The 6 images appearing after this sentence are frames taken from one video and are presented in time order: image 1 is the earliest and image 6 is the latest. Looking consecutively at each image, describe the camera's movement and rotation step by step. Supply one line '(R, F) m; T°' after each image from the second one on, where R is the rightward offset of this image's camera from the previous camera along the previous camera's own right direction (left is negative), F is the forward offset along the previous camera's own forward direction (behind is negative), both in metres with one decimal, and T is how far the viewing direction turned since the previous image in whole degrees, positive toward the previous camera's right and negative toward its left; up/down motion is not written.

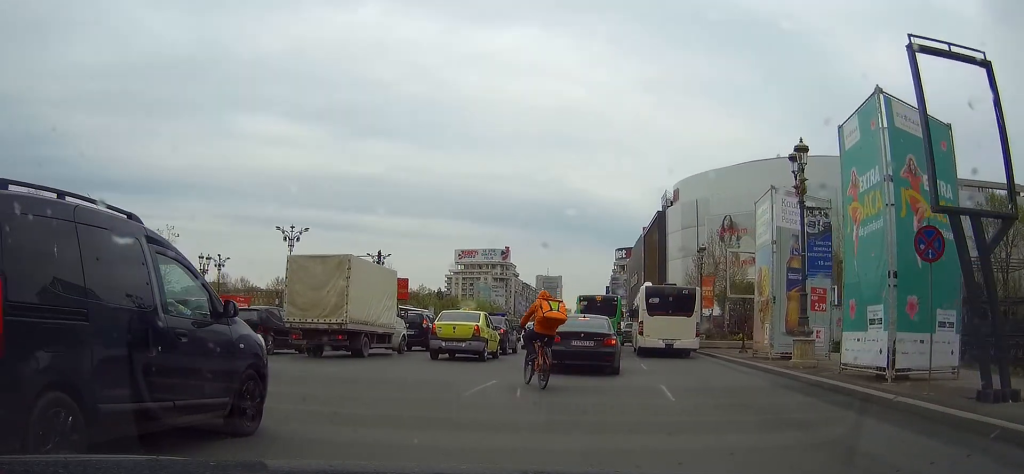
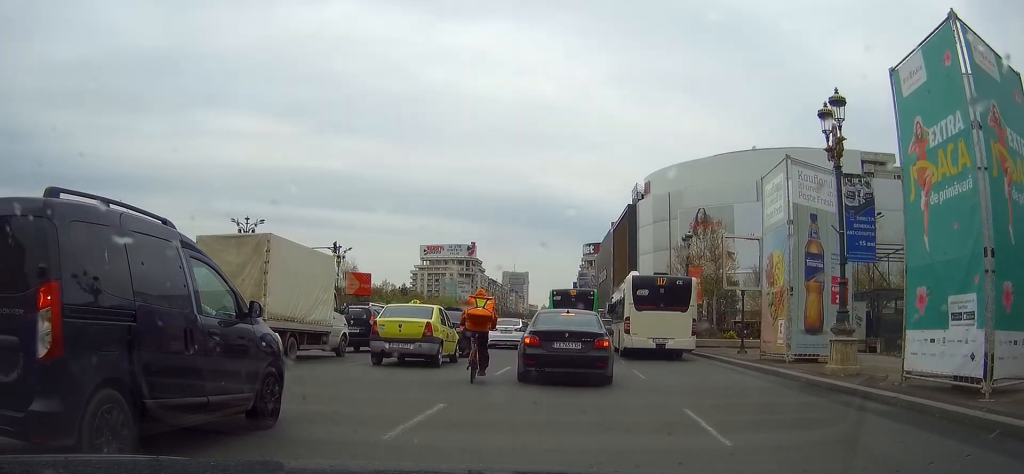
(-0.1, +4.8) m; -3°
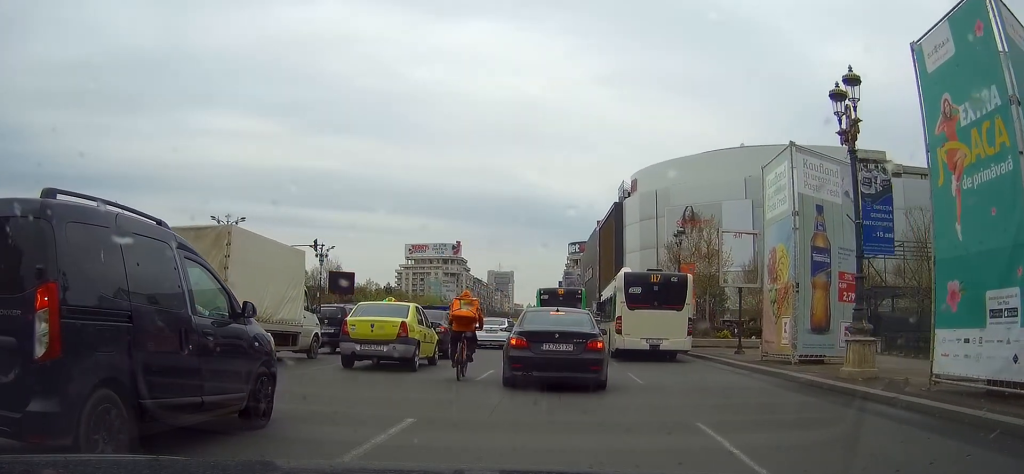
(-0.1, +1.8) m; -2°
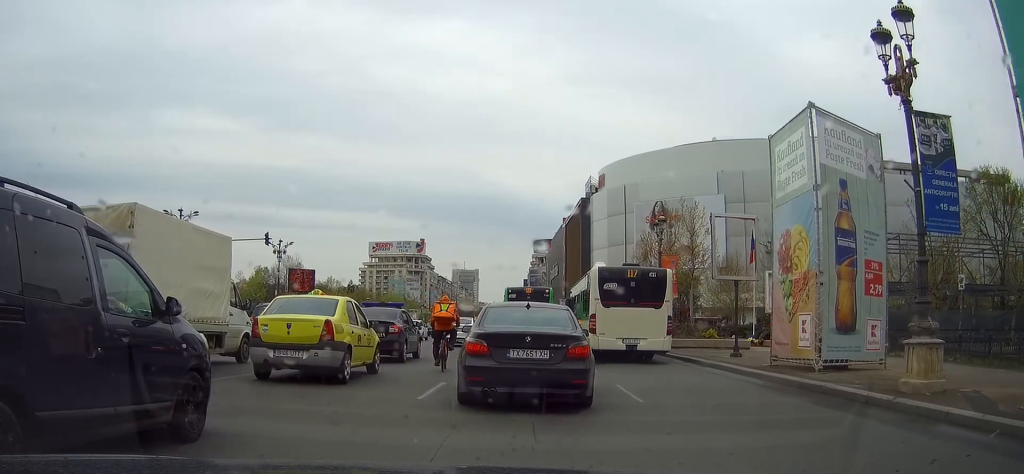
(0.0, +4.8) m; +2°
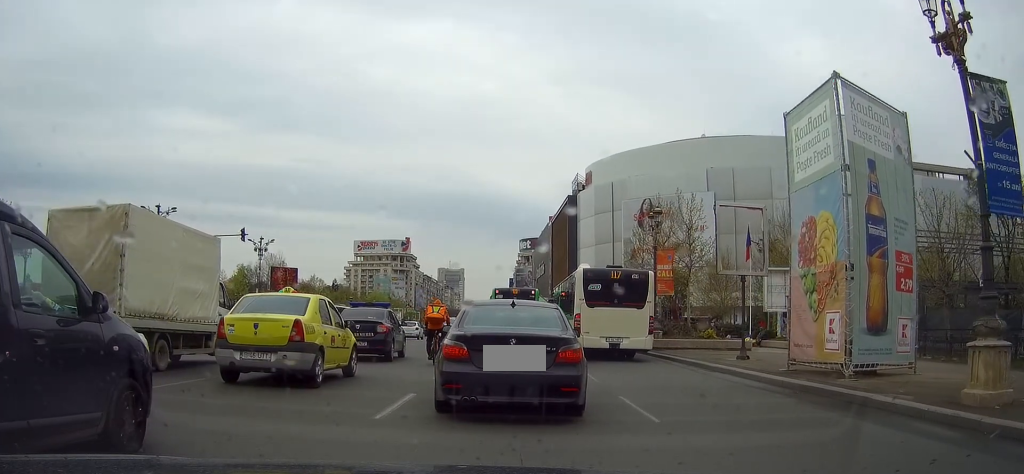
(+0.1, +3.0) m; +6°
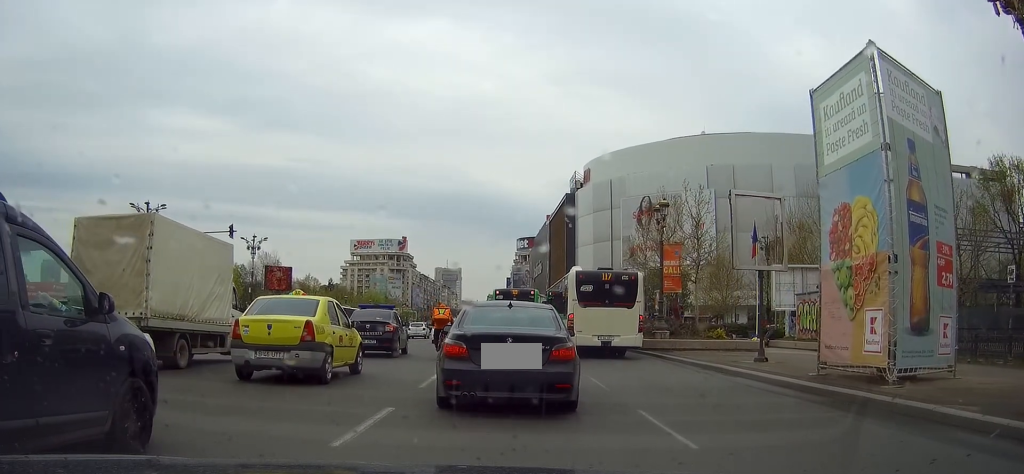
(+0.2, +2.5) m; +3°
